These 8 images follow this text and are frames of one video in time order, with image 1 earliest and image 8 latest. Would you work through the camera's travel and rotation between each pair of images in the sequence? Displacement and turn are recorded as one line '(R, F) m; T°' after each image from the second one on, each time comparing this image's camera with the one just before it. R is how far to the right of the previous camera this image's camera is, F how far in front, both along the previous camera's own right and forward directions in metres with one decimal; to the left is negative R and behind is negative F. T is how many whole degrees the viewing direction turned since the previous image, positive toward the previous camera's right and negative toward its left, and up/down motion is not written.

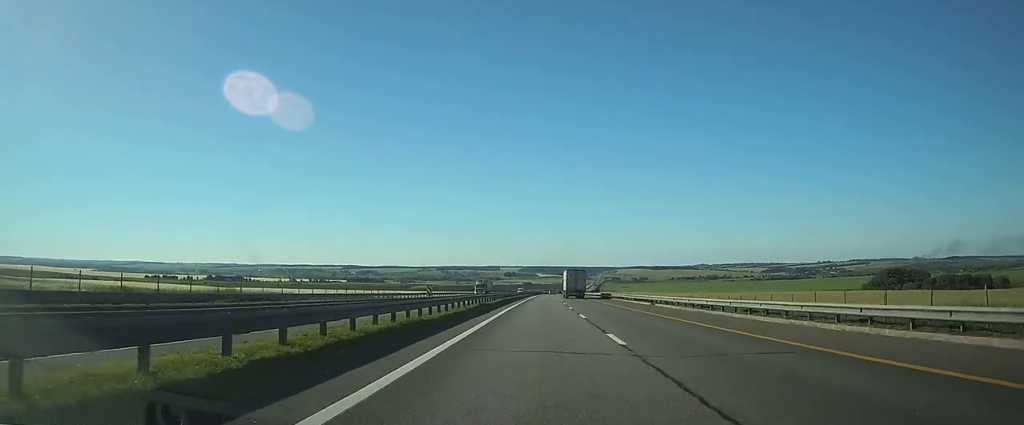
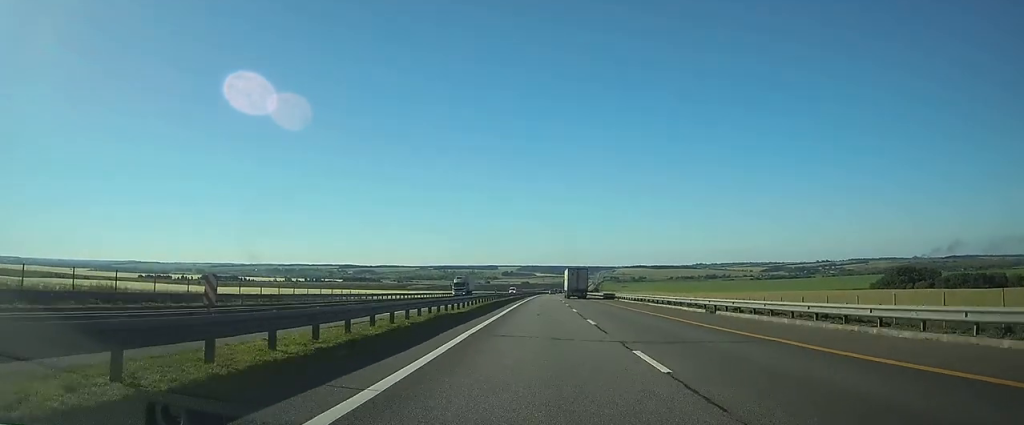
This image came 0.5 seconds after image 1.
(+0.1, +16.5) m; 0°
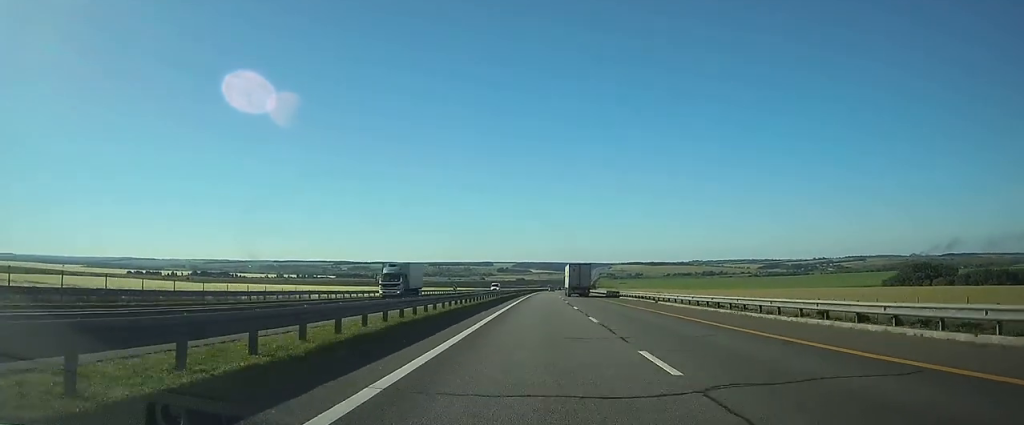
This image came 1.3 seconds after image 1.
(0.0, +24.8) m; 0°
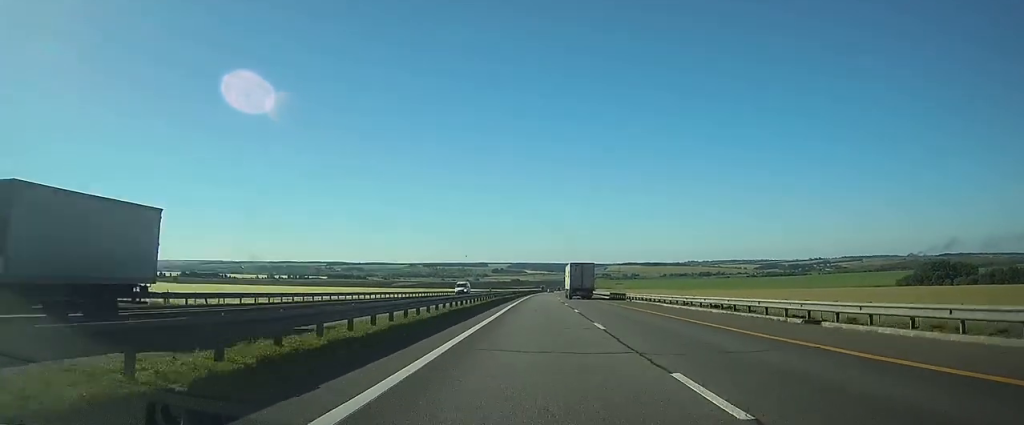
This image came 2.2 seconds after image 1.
(+0.1, +26.9) m; 0°
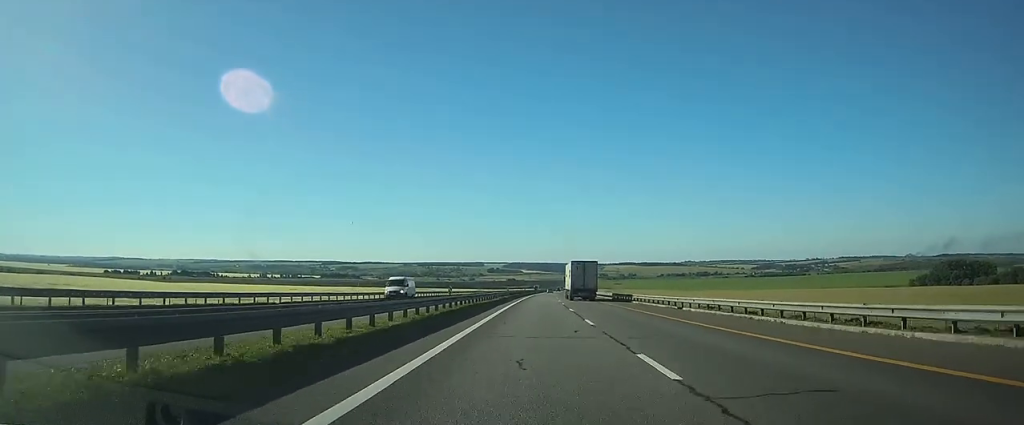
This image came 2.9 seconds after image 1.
(+0.1, +21.8) m; 0°
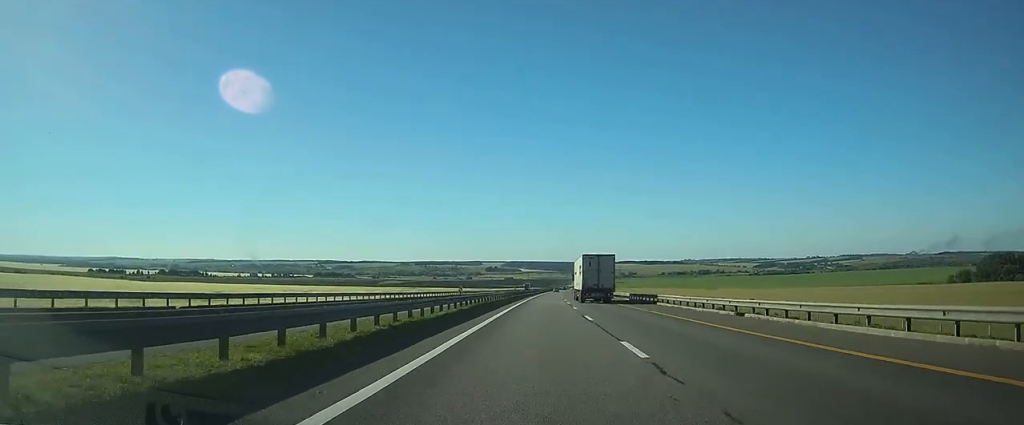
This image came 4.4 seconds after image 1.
(+0.2, +45.8) m; +1°
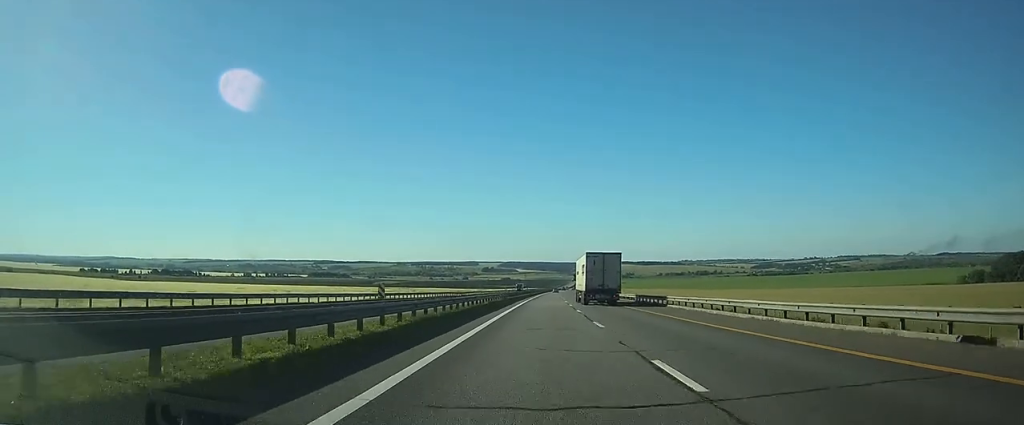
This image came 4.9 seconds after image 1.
(+0.1, +15.7) m; 0°
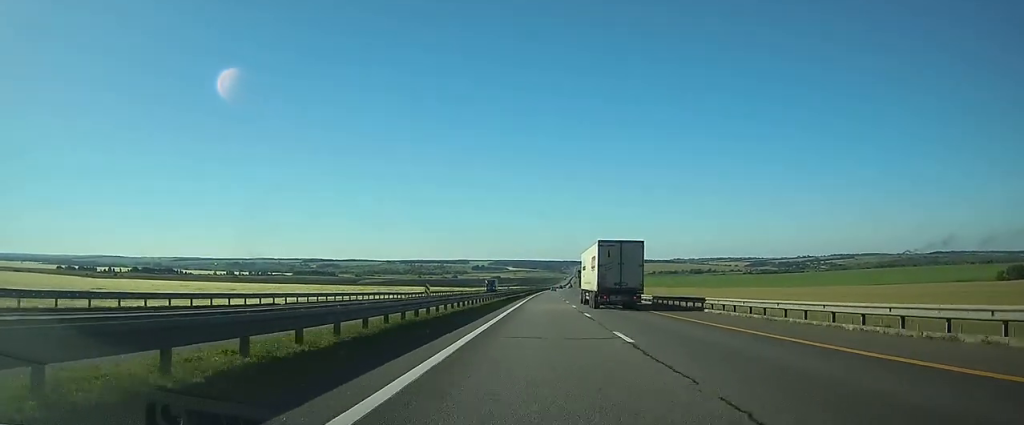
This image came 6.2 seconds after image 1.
(+0.2, +42.0) m; +1°
